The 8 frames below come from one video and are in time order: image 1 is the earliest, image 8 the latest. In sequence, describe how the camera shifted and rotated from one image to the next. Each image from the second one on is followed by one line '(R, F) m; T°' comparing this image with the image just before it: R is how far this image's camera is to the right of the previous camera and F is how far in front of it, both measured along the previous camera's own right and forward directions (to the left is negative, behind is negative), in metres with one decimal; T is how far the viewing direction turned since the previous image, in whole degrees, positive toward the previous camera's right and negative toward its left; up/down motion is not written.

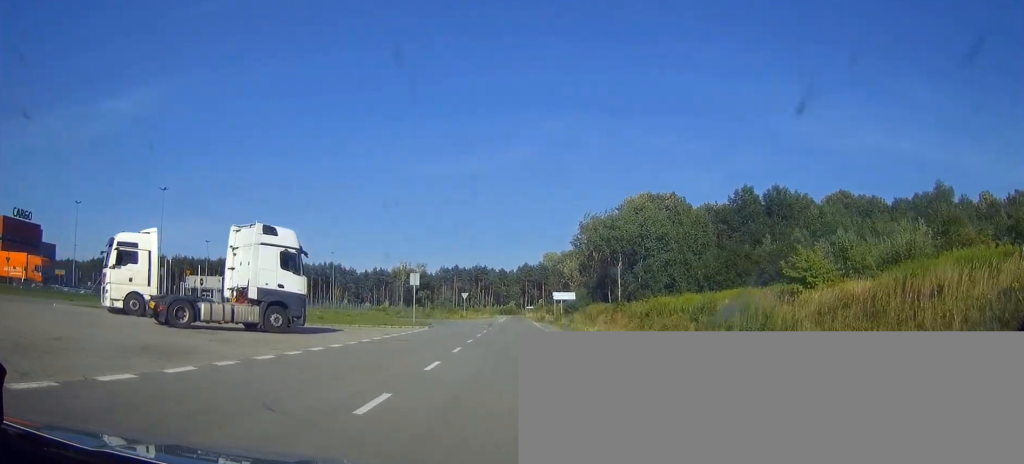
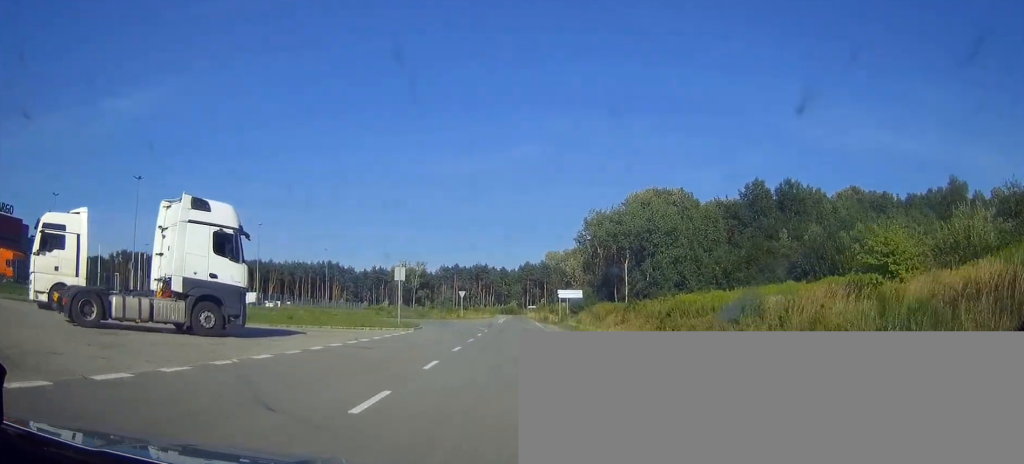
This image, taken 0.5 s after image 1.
(0.0, +6.0) m; 0°
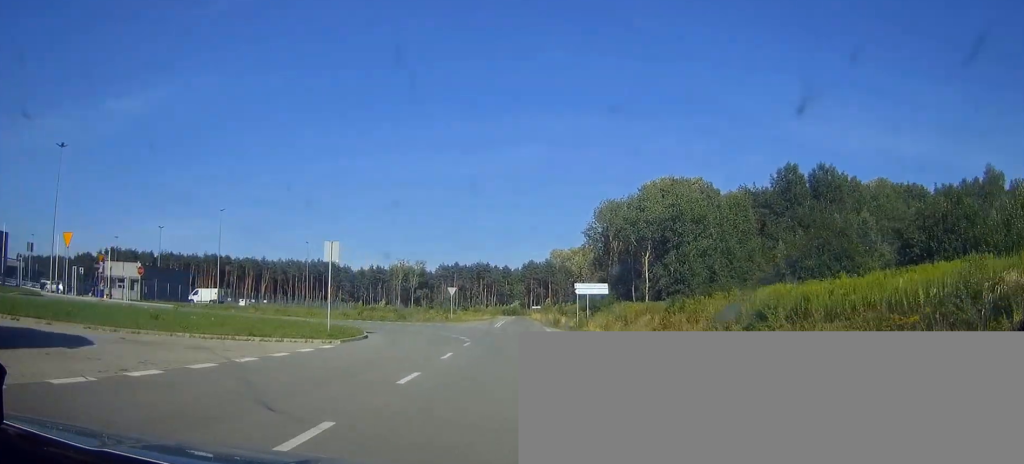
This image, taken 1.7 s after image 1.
(-0.1, +14.9) m; -1°
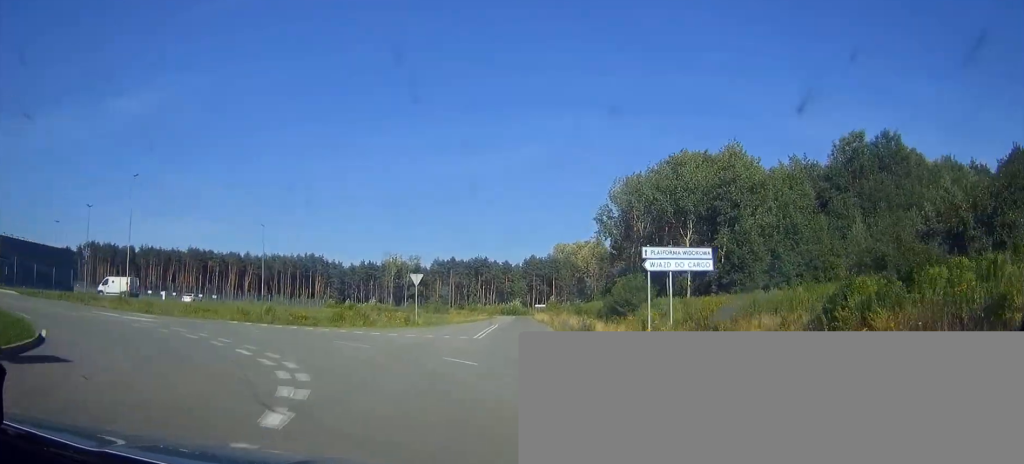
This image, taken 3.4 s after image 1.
(0.0, +23.0) m; 0°
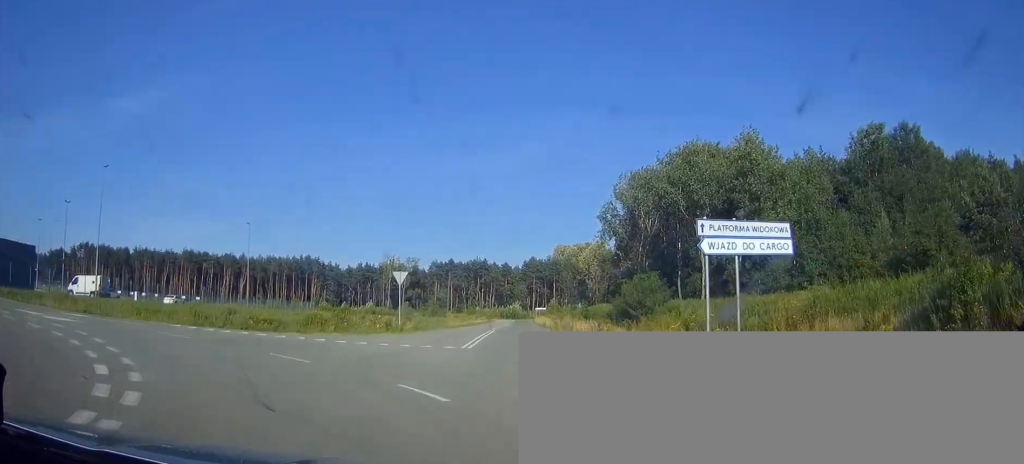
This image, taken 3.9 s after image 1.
(0.0, +5.9) m; 0°
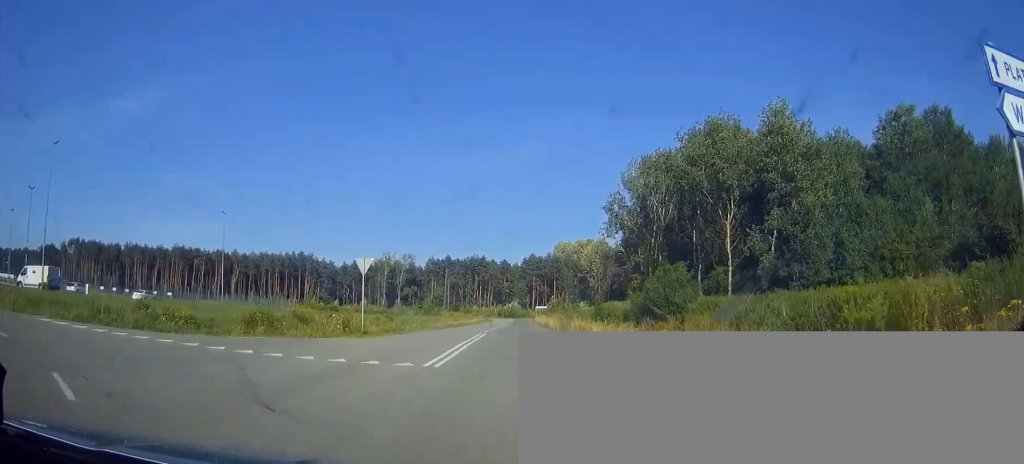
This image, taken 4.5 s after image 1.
(+0.1, +9.0) m; 0°
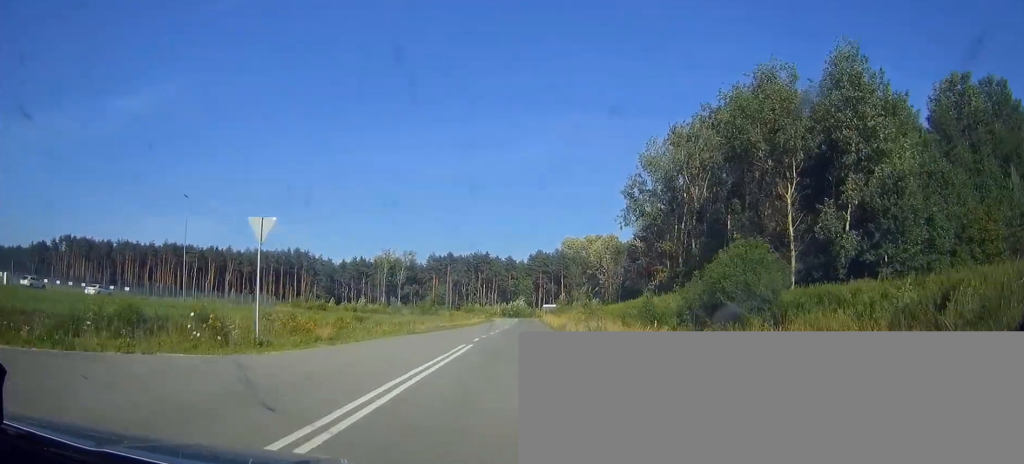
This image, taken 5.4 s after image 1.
(0.0, +13.0) m; 0°
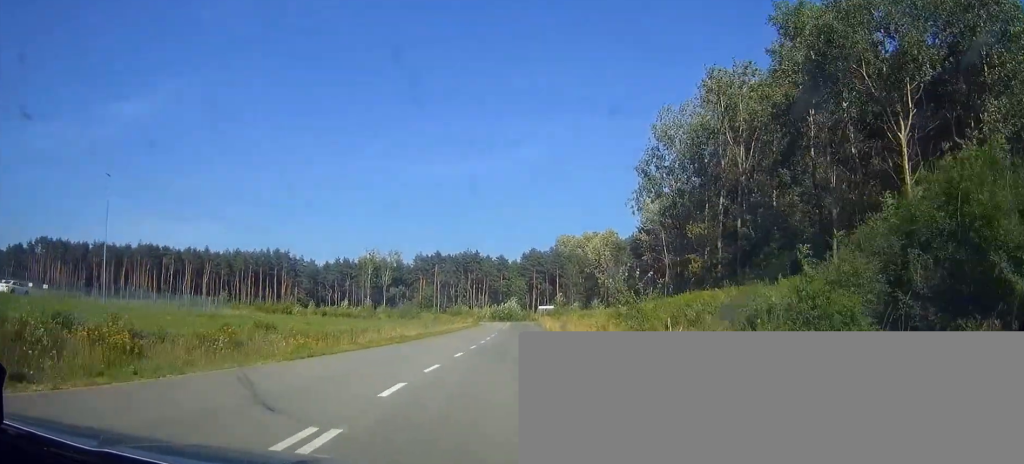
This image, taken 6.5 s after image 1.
(0.0, +16.1) m; 0°
